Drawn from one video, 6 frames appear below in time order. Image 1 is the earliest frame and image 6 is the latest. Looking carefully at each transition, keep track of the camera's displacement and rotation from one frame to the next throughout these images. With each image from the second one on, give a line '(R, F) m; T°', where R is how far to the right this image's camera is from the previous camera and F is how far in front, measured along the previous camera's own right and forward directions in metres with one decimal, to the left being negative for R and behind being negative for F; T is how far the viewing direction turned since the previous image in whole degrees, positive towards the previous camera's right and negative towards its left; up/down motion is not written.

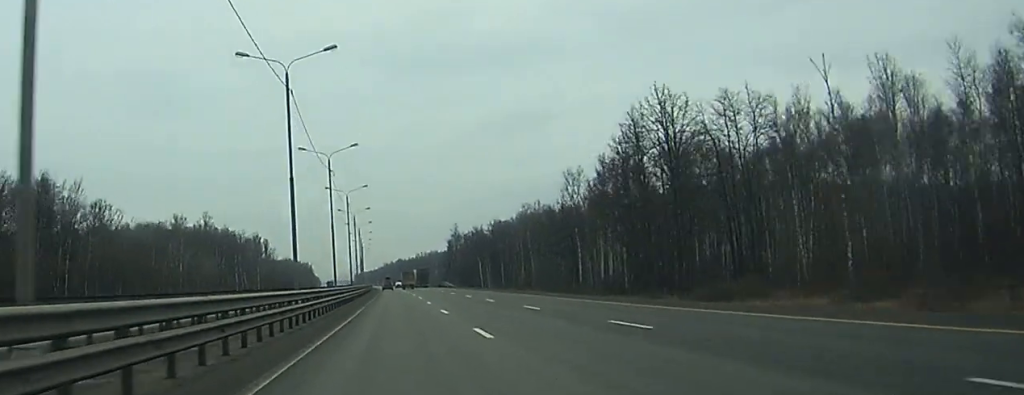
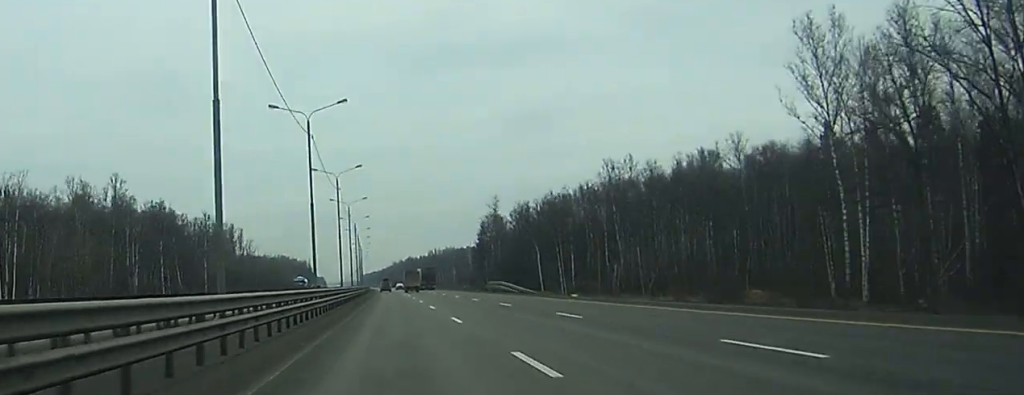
(-0.3, +87.7) m; -1°
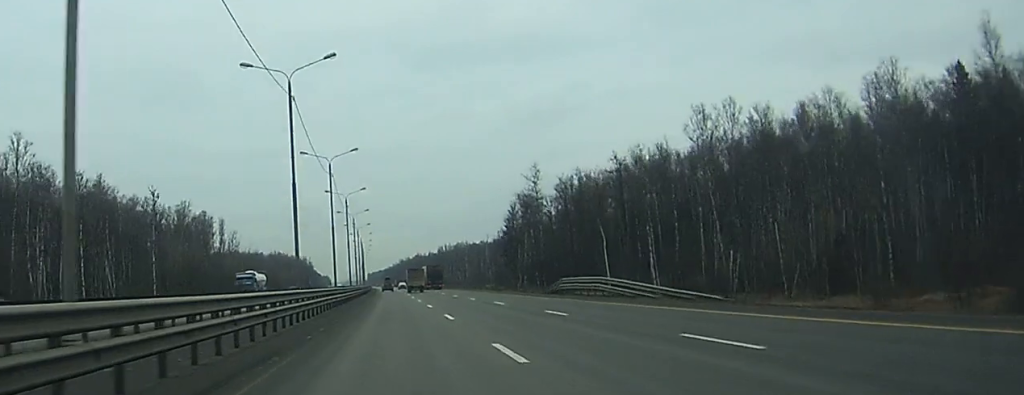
(-0.6, +45.5) m; 0°
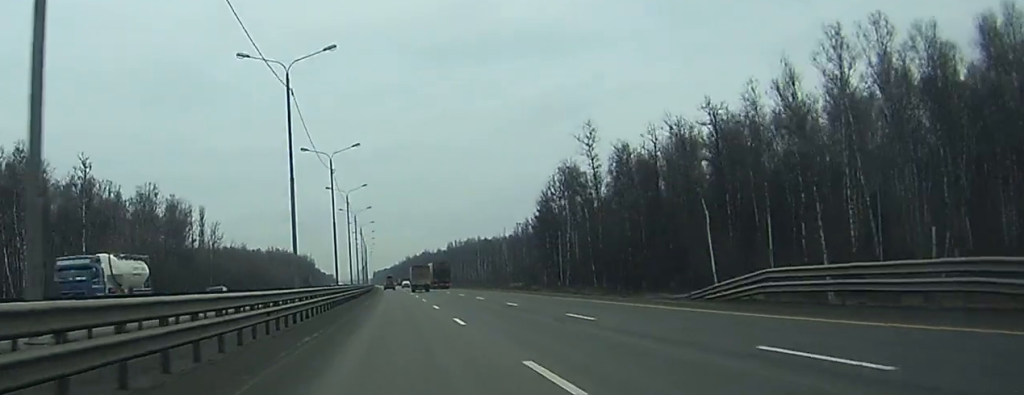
(+0.3, +36.0) m; +1°
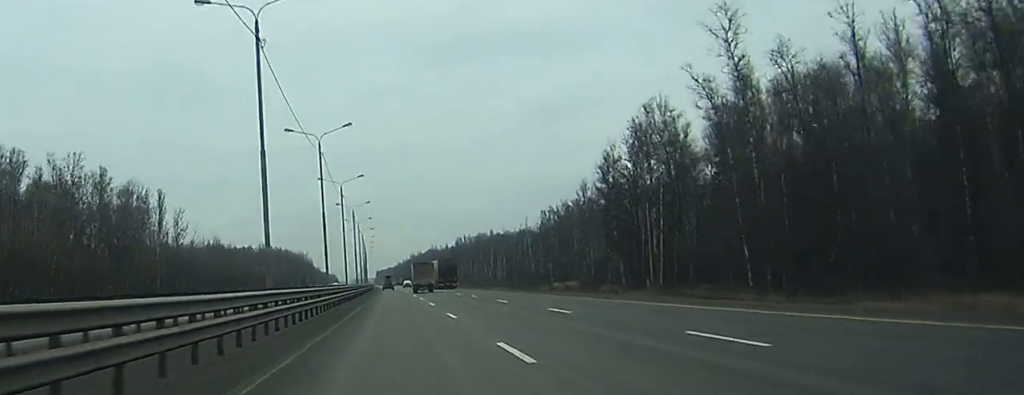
(-0.1, +44.8) m; -1°
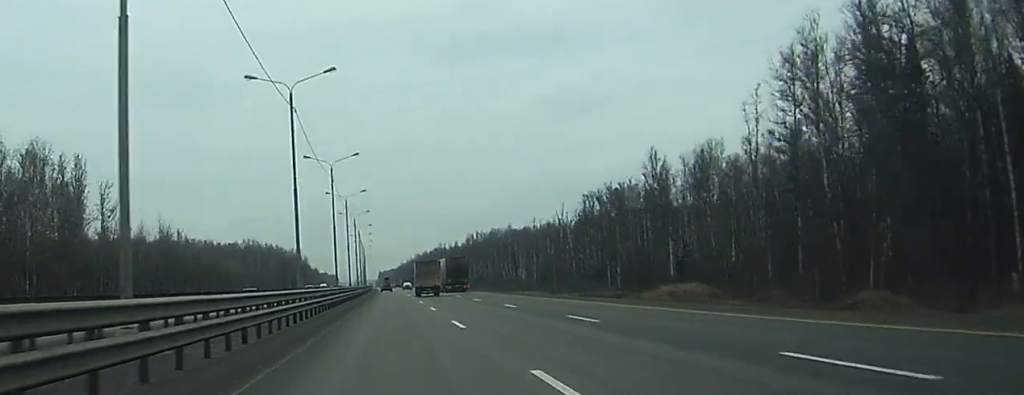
(-0.5, +53.3) m; -1°
